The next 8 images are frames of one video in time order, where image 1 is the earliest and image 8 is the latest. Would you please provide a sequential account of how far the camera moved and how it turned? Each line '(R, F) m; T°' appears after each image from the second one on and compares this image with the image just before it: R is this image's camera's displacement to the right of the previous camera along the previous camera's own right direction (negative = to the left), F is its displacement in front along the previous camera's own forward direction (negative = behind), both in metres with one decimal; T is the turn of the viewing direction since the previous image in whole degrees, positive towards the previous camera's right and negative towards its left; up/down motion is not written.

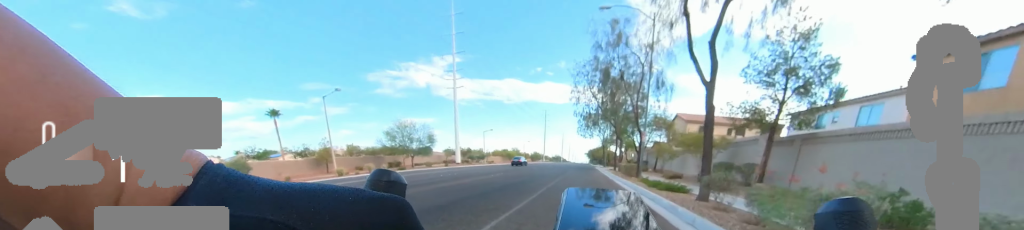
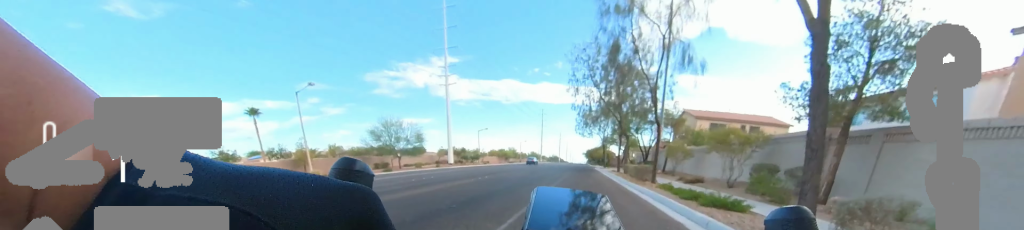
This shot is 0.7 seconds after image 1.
(0.0, +3.5) m; +2°
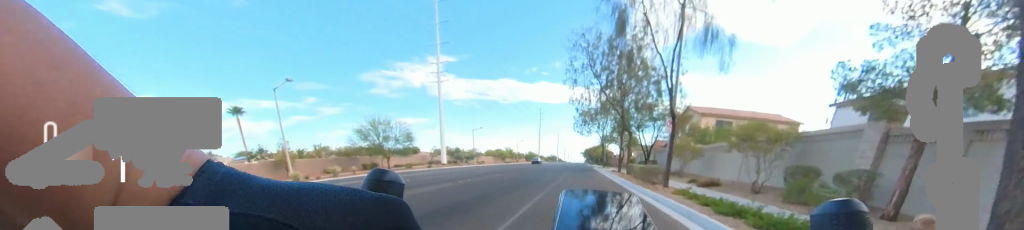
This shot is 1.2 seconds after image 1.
(-0.1, +2.4) m; +7°
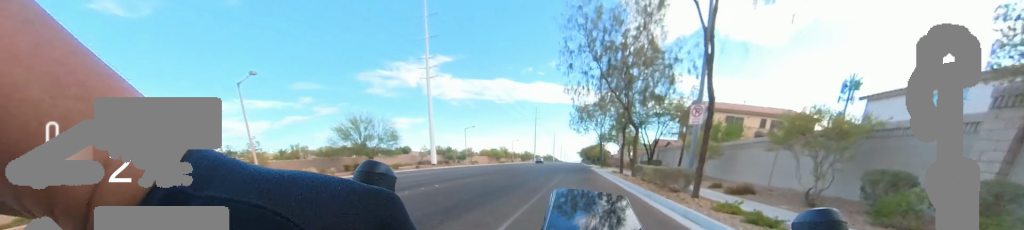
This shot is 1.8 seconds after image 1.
(0.0, +3.0) m; +7°
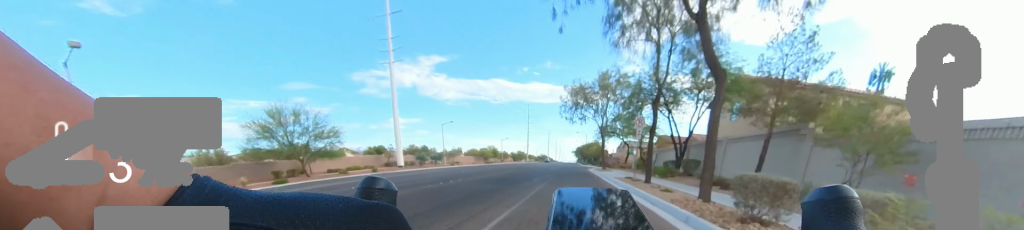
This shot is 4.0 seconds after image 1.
(-0.7, +10.1) m; -15°
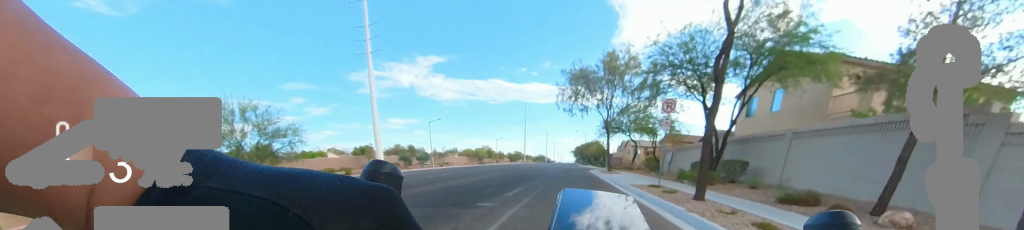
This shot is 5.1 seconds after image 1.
(0.0, +5.1) m; 0°
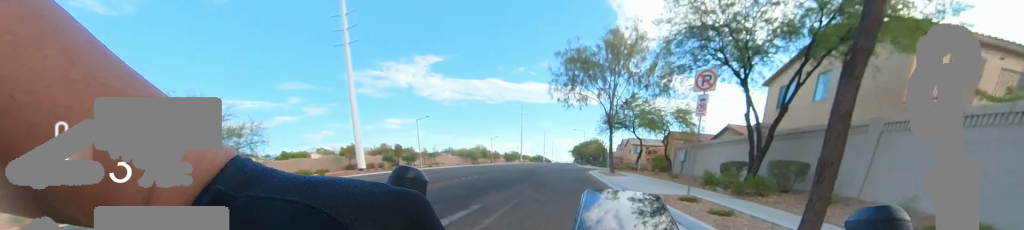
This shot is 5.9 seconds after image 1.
(0.0, +4.0) m; 0°
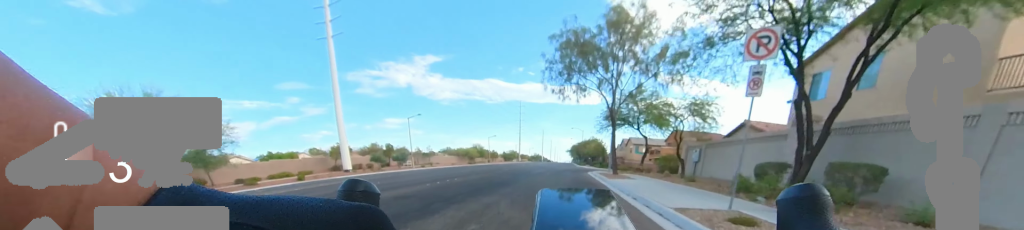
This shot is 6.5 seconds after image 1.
(0.0, +2.7) m; 0°
